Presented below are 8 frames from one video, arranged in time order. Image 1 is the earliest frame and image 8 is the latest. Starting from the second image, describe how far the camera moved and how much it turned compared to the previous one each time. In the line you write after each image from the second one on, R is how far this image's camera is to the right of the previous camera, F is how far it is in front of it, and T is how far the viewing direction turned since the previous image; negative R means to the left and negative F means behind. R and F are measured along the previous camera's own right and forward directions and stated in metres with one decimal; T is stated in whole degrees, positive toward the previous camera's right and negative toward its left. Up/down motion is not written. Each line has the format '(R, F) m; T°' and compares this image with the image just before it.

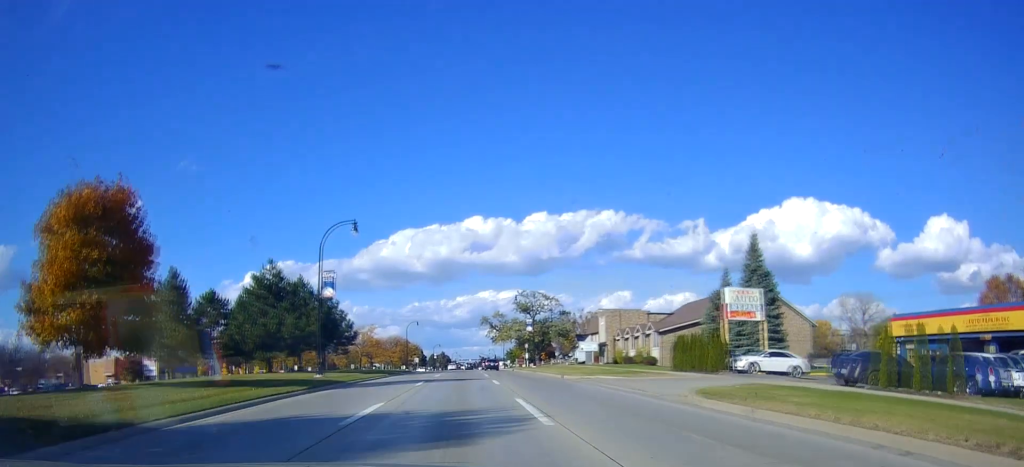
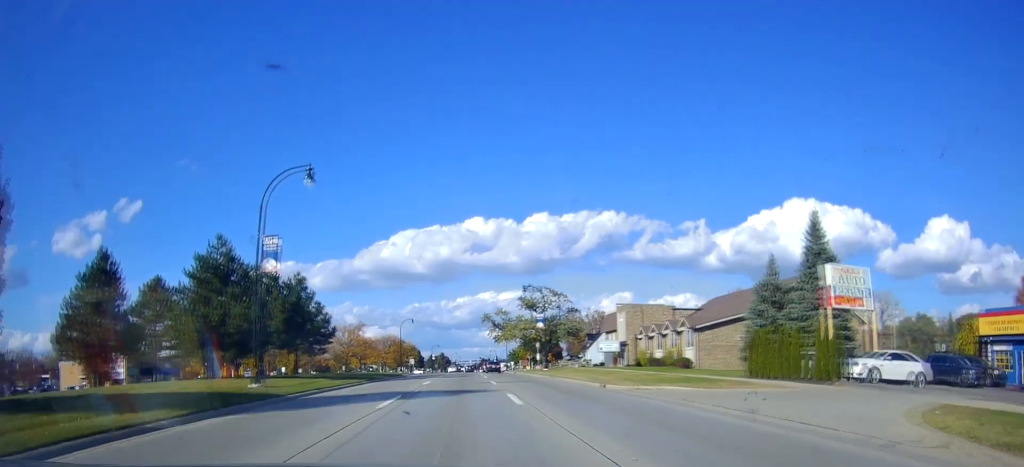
(+0.1, +11.1) m; 0°
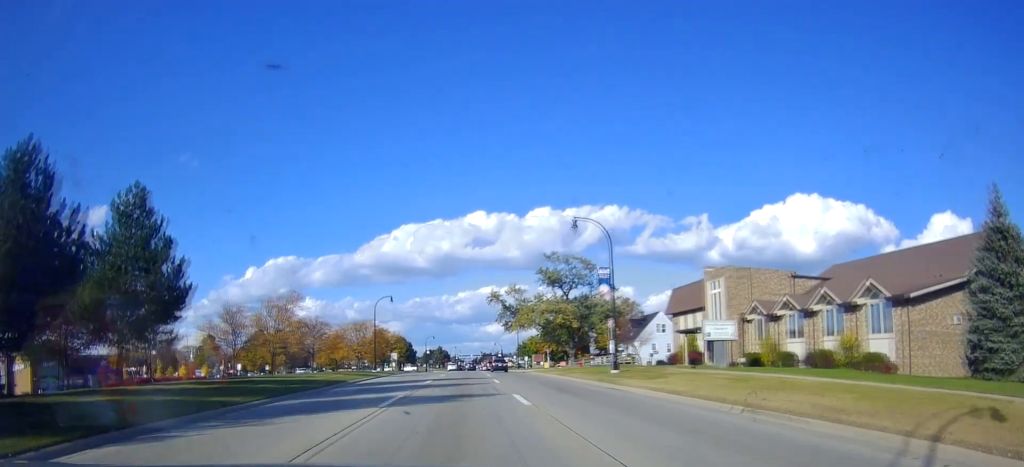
(-0.5, +30.9) m; -1°
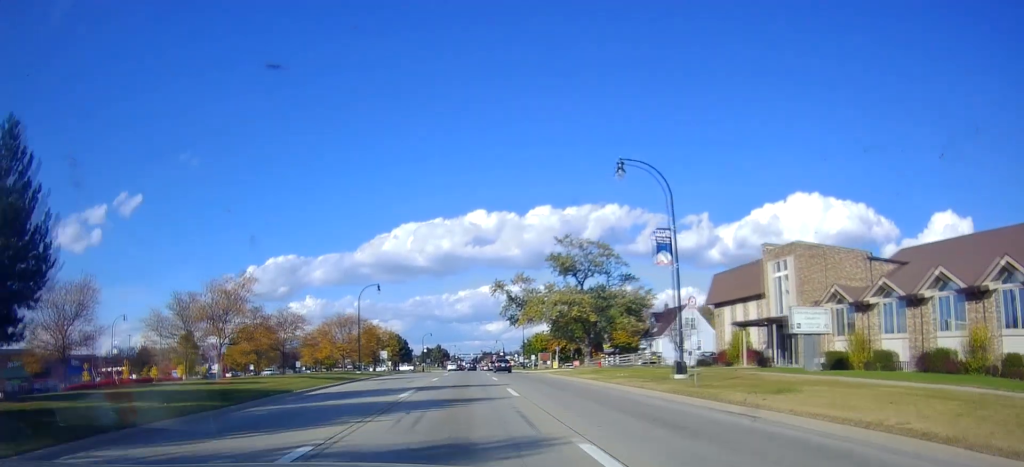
(+0.2, +11.3) m; +1°
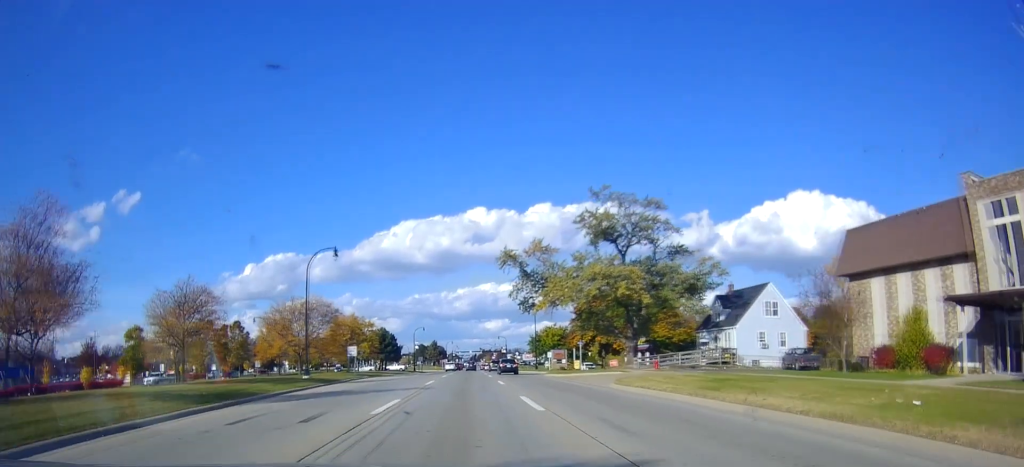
(+0.2, +21.2) m; -1°
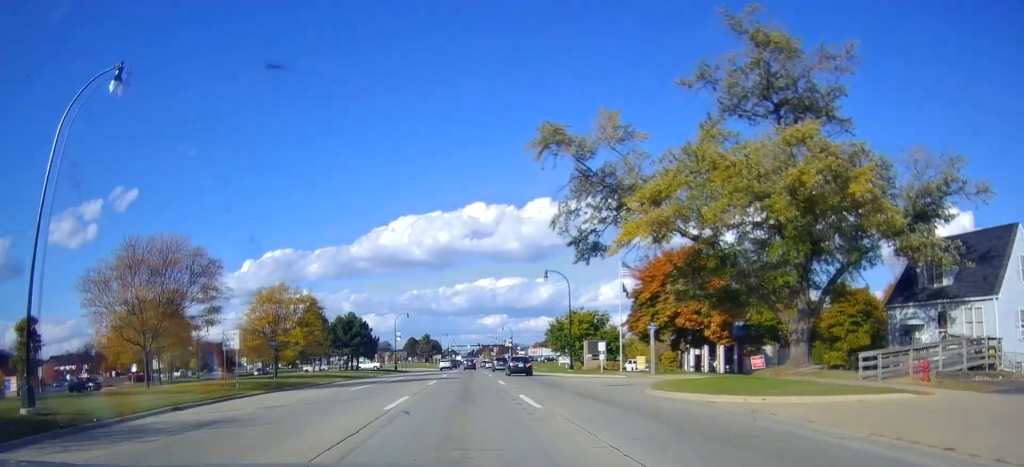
(-0.6, +31.2) m; +1°
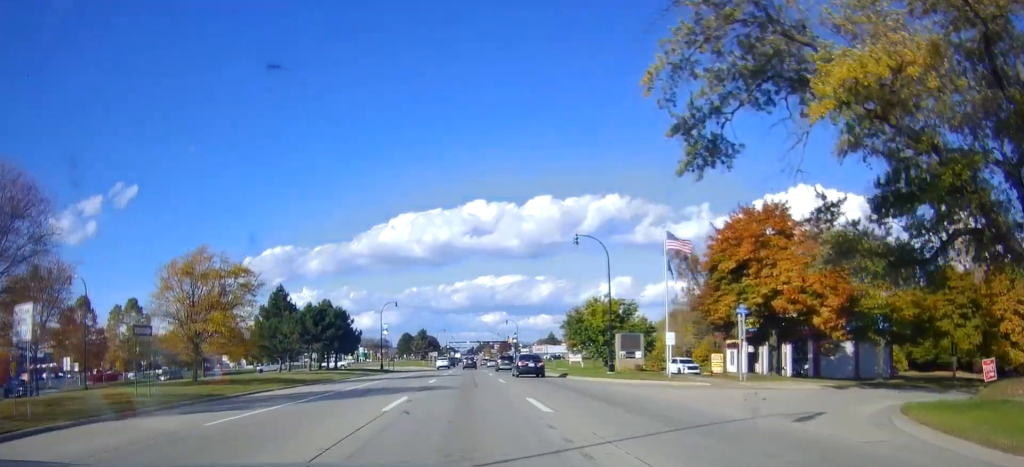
(+0.4, +16.1) m; +1°
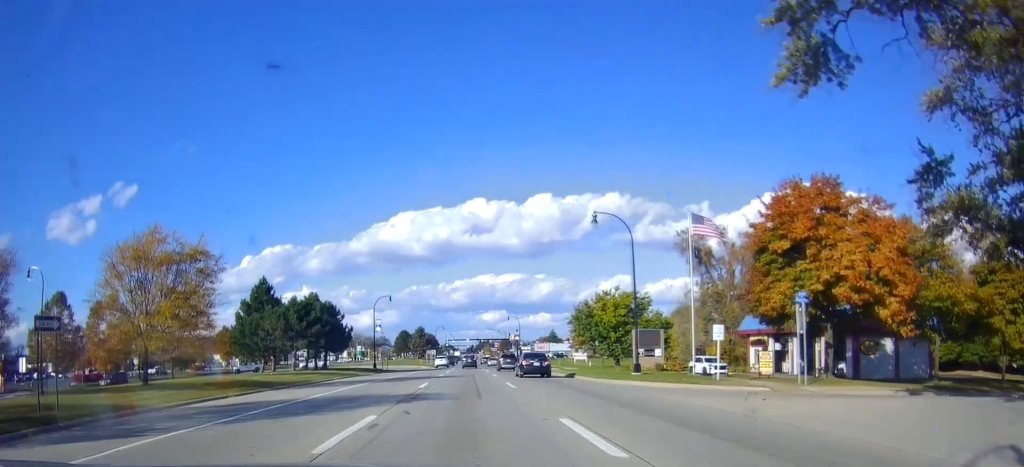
(0.0, +6.3) m; 0°
